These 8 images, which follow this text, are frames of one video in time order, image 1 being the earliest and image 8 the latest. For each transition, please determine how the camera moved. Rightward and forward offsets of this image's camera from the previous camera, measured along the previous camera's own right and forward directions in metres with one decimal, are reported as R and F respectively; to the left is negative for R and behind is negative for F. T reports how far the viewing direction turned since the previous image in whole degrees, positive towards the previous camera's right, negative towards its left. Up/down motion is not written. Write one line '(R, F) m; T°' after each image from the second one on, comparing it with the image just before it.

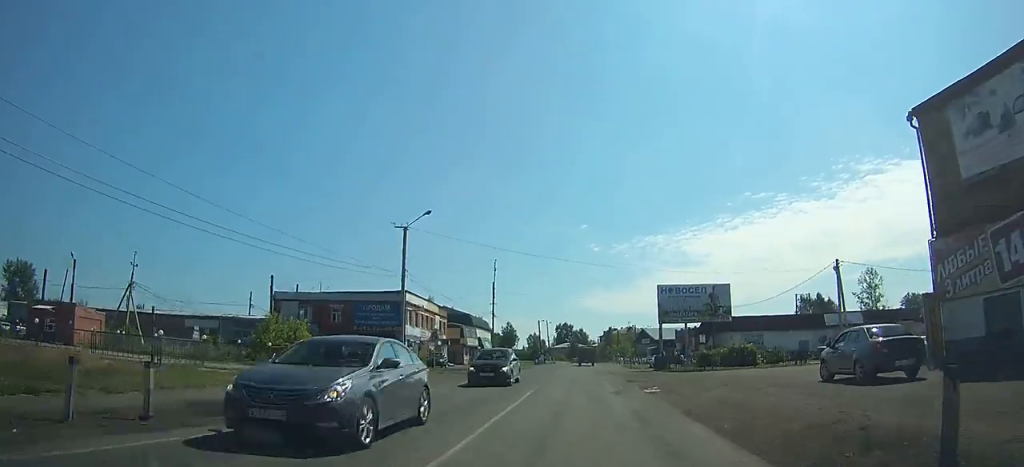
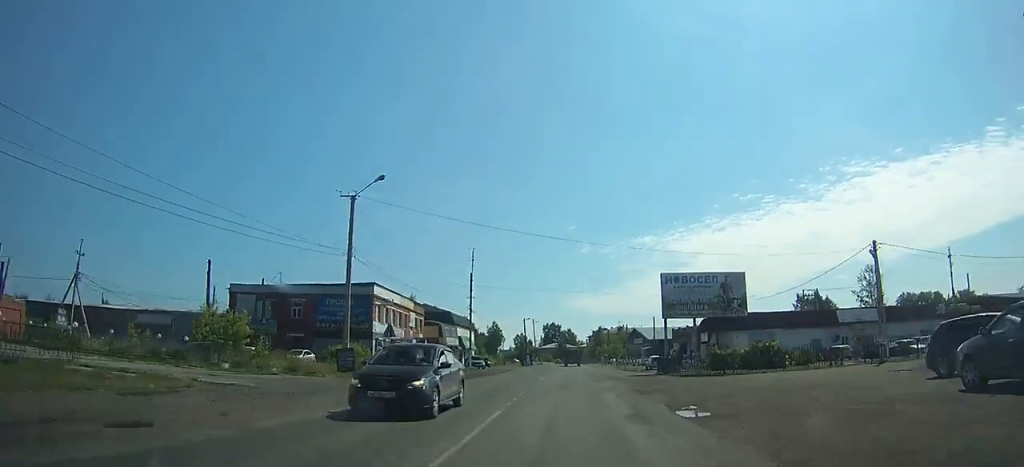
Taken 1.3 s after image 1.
(-0.1, +7.1) m; -1°
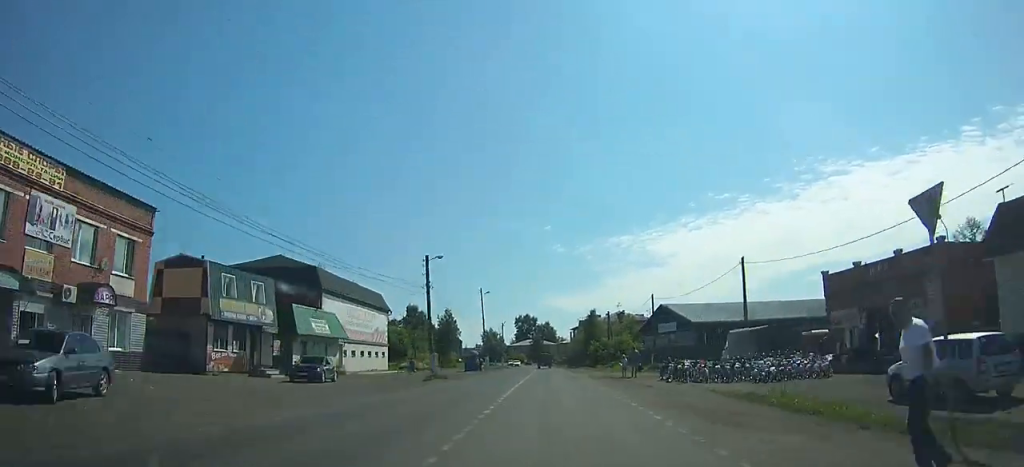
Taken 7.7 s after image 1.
(0.0, +50.0) m; 0°
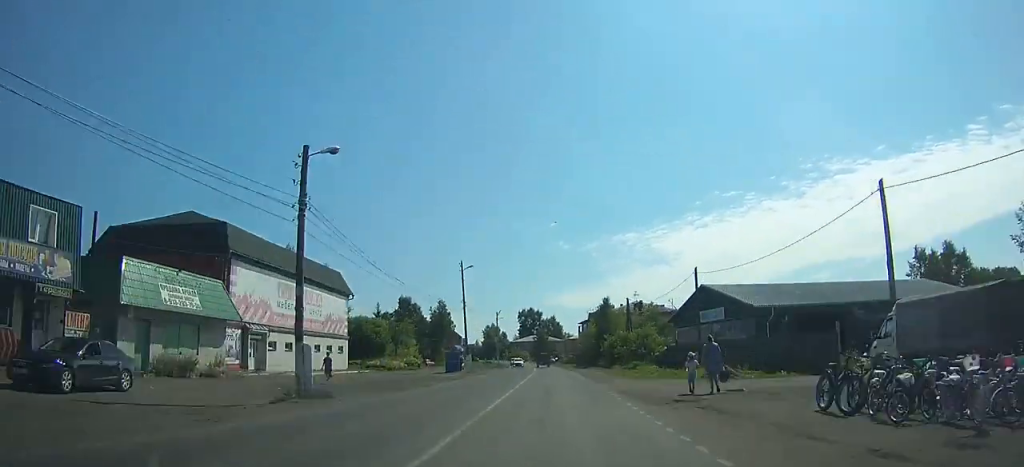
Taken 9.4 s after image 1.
(-0.1, +17.2) m; 0°
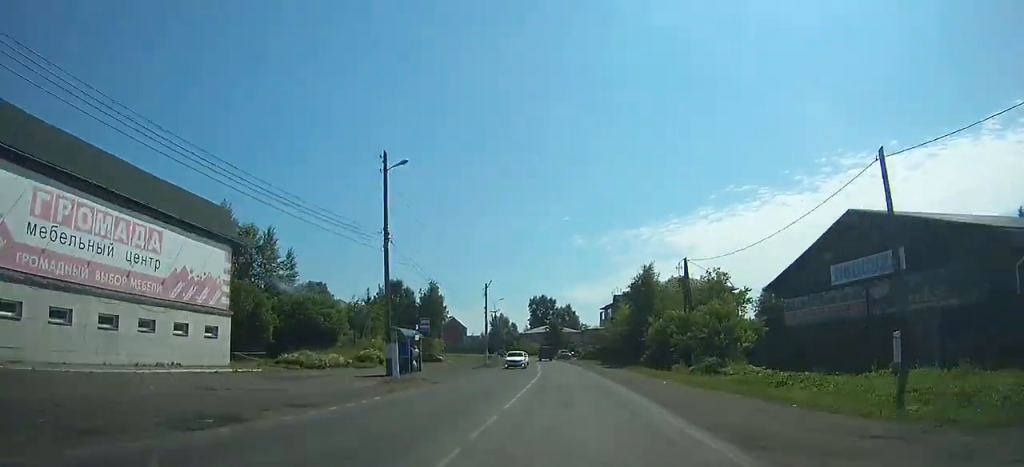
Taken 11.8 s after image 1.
(-0.1, +25.7) m; 0°
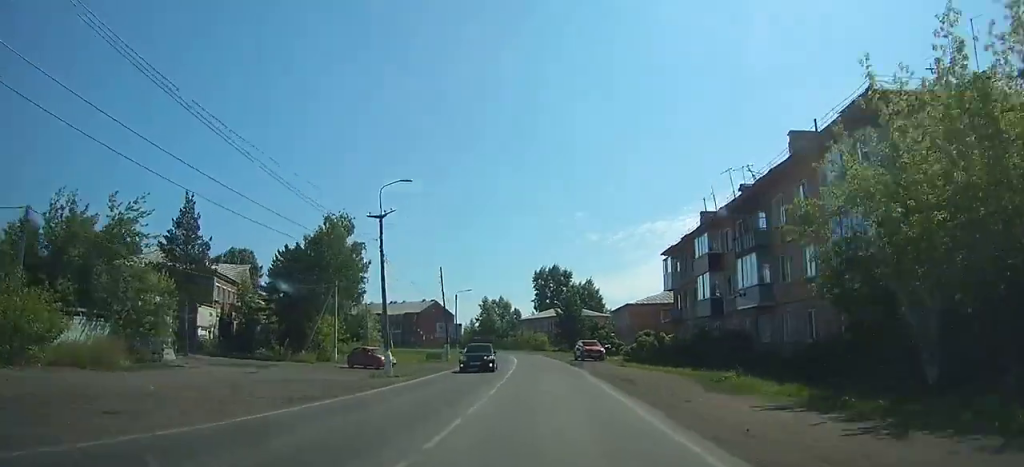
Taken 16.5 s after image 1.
(+1.2, +55.4) m; -3°
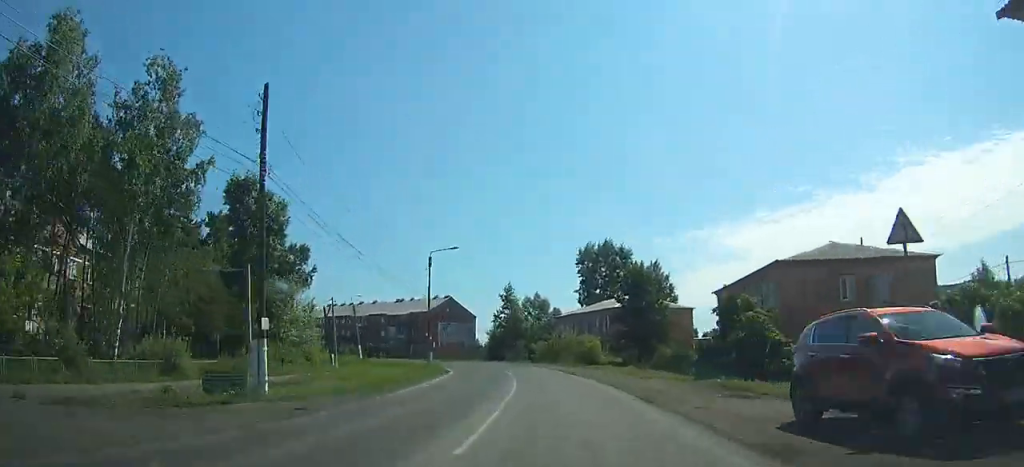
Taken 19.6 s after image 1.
(-3.4, +40.5) m; -7°
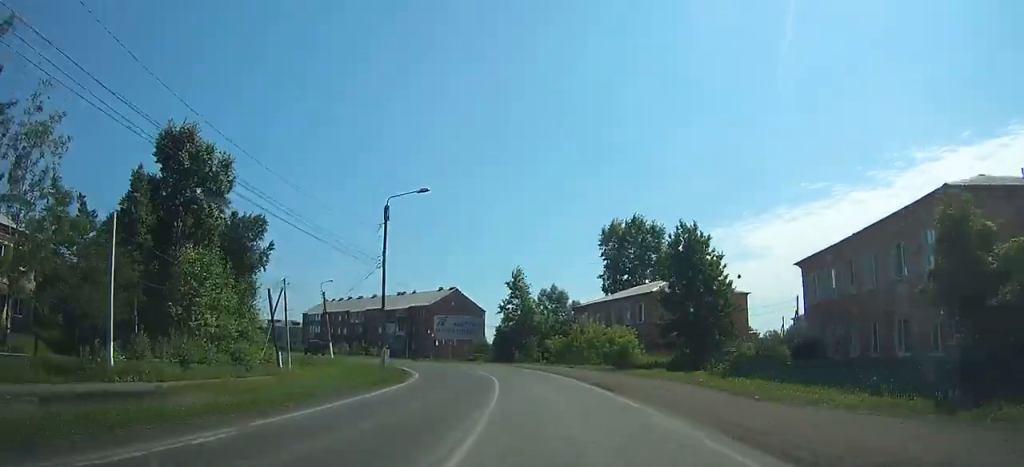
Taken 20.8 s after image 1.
(-0.3, +16.1) m; -4°
